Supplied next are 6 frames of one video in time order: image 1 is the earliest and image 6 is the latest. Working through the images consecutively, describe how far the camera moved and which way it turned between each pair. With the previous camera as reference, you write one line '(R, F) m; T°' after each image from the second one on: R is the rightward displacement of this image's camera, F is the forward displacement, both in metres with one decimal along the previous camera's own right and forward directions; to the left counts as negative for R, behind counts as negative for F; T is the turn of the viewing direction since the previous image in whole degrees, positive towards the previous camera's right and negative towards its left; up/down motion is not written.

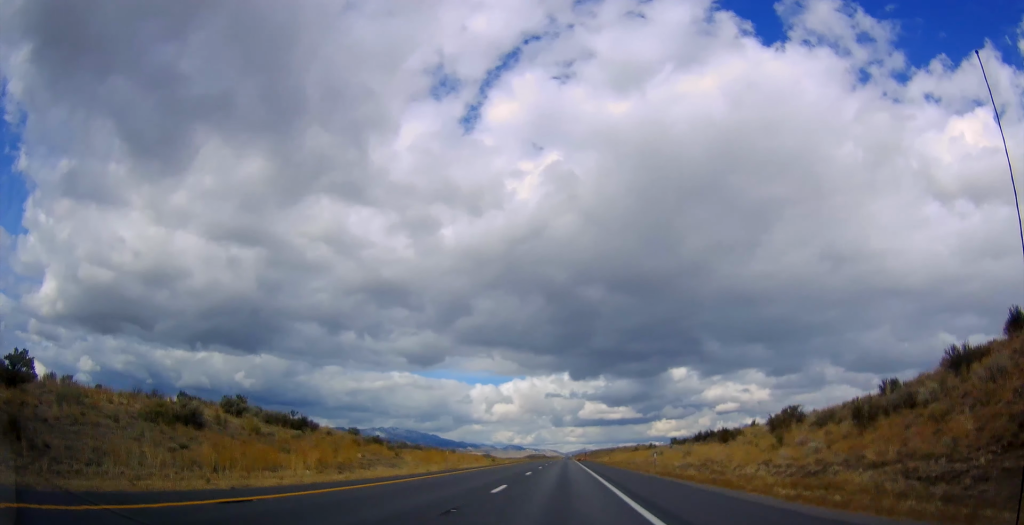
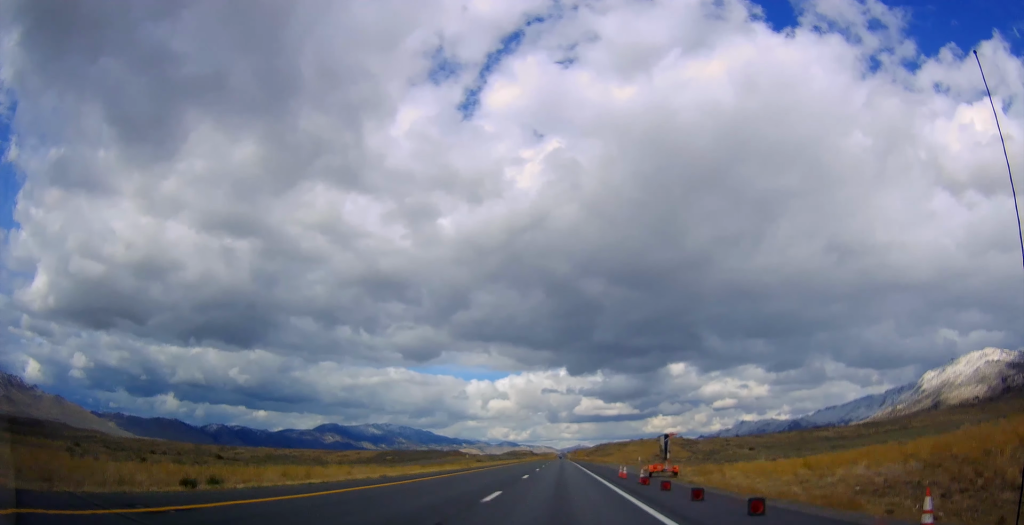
(0.0, +151.6) m; 0°
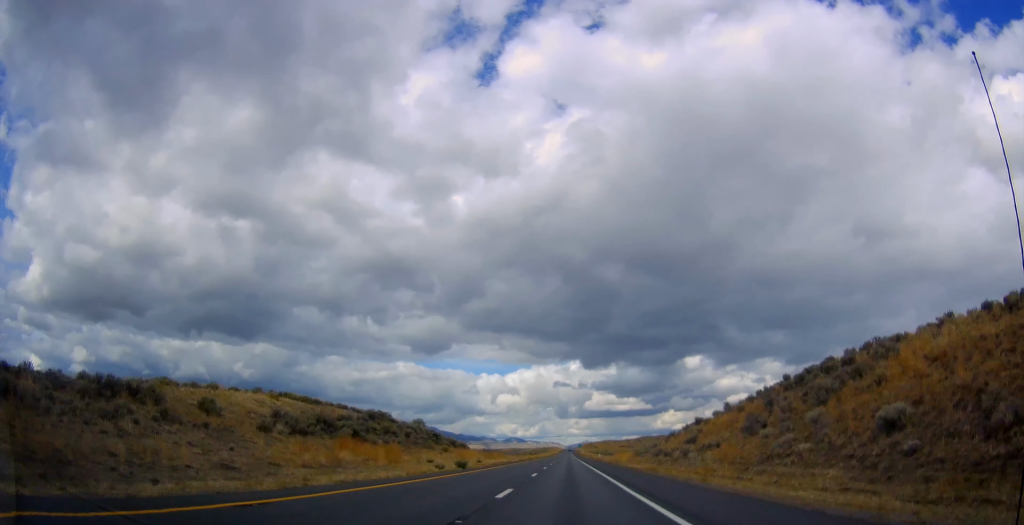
(-1.8, +366.5) m; 0°
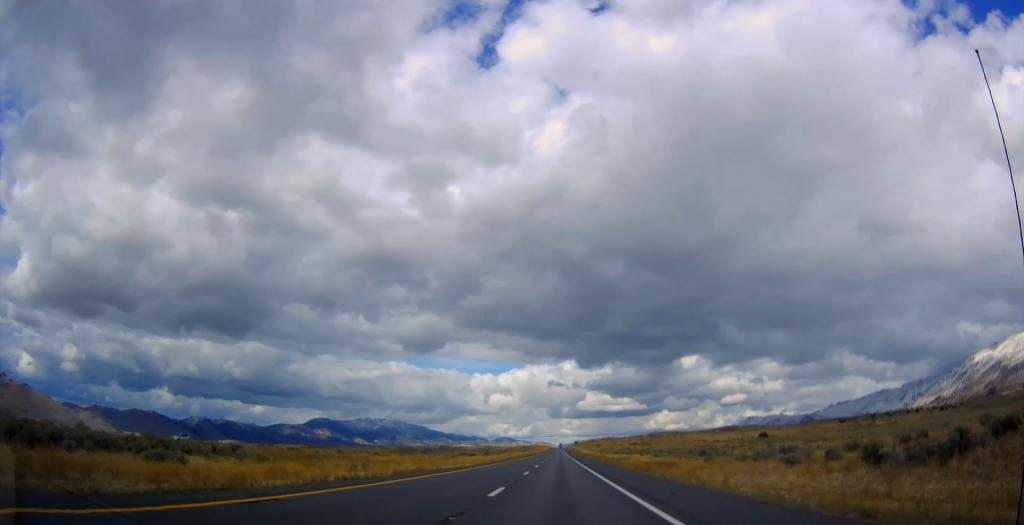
(+0.8, +193.2) m; 0°
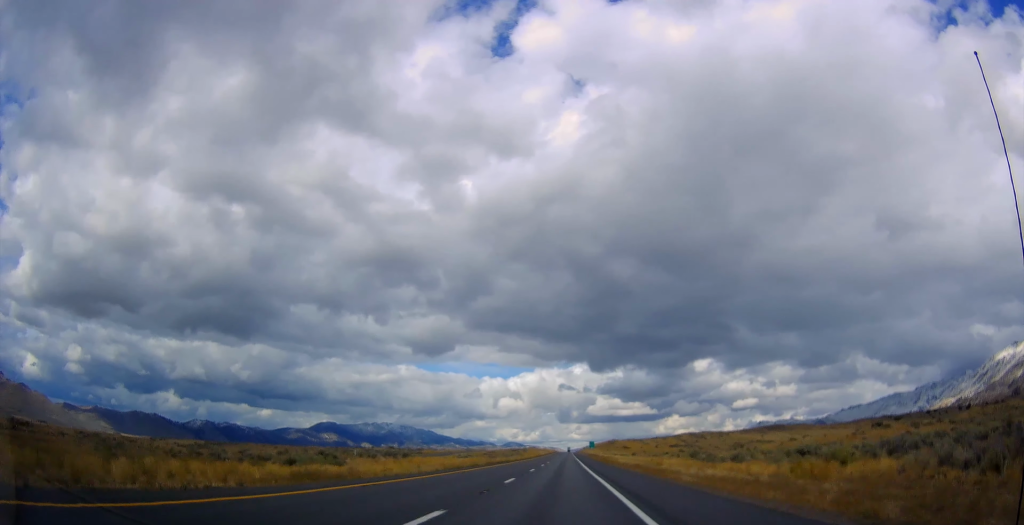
(-0.6, +156.9) m; 0°
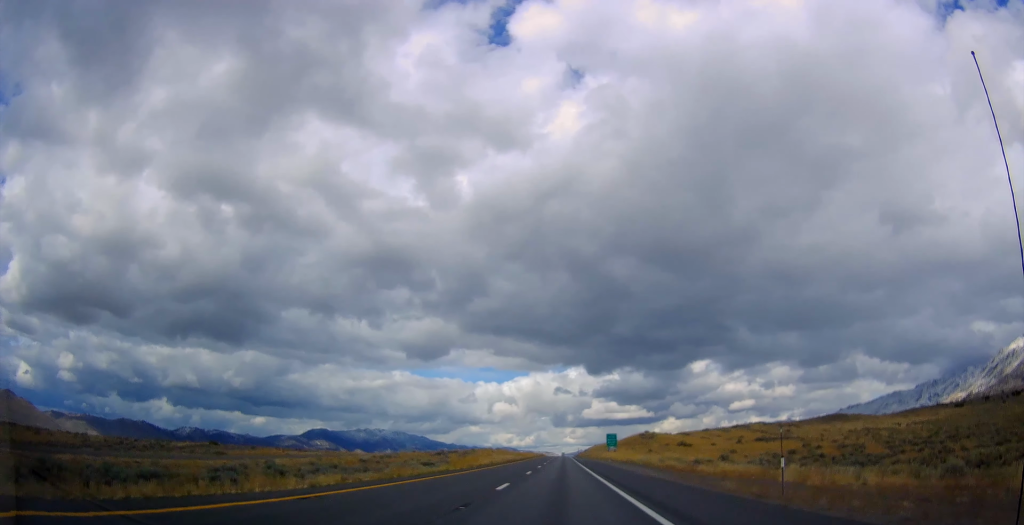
(+0.9, +159.2) m; 0°
